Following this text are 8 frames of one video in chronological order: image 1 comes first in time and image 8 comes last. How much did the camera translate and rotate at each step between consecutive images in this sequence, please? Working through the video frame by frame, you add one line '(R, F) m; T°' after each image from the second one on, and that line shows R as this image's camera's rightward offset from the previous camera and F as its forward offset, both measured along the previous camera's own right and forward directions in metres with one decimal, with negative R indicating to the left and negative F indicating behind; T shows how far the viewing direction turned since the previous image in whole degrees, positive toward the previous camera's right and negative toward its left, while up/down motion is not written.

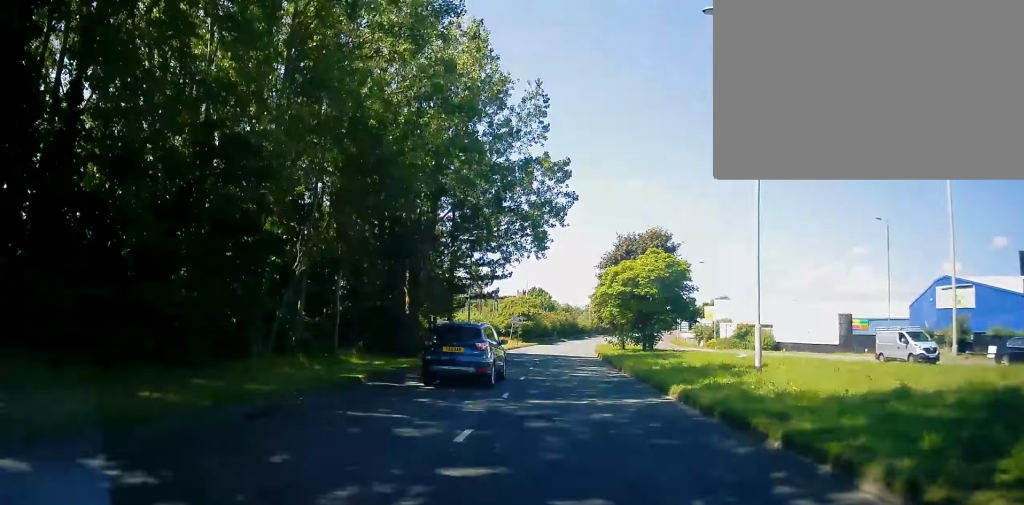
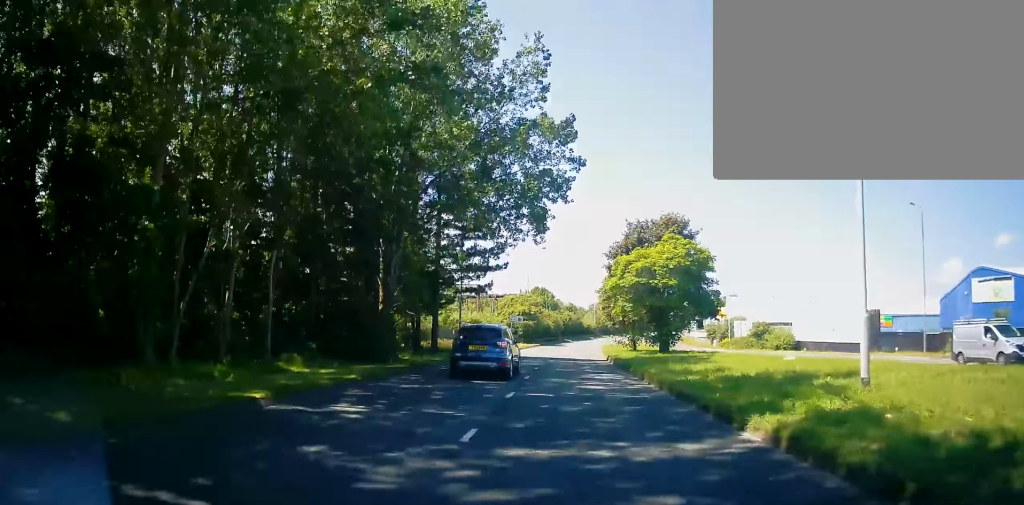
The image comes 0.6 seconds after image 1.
(+0.1, +5.5) m; 0°
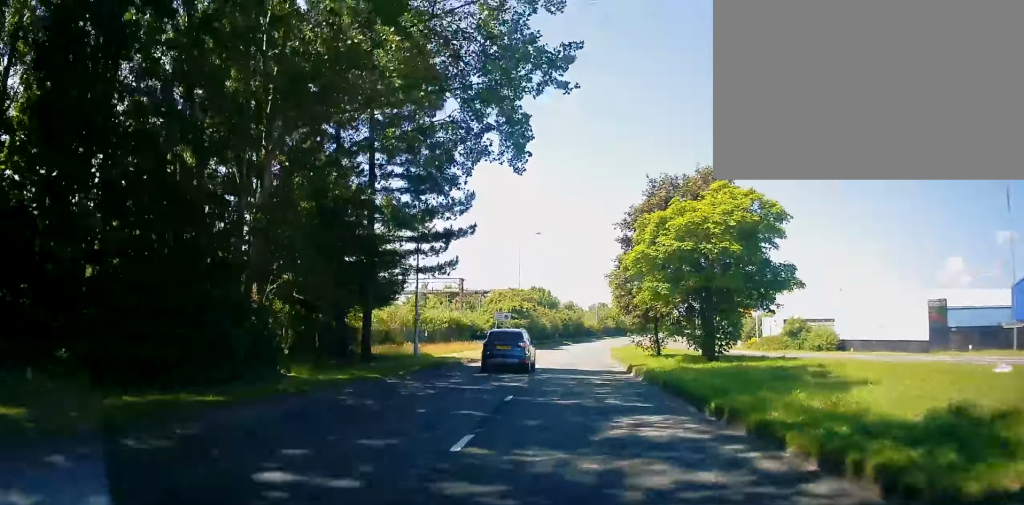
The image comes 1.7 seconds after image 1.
(-0.1, +11.9) m; -2°
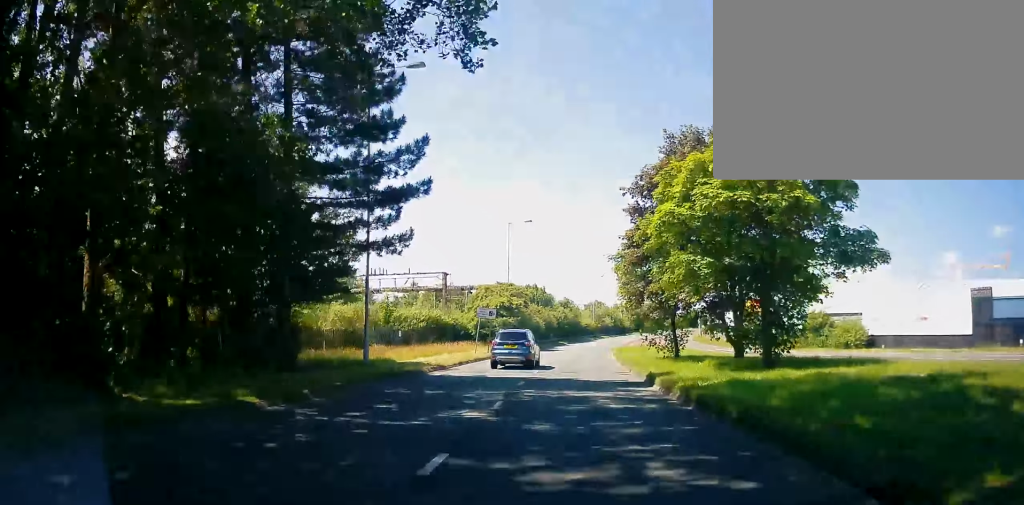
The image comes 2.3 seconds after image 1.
(-0.2, +6.7) m; -1°
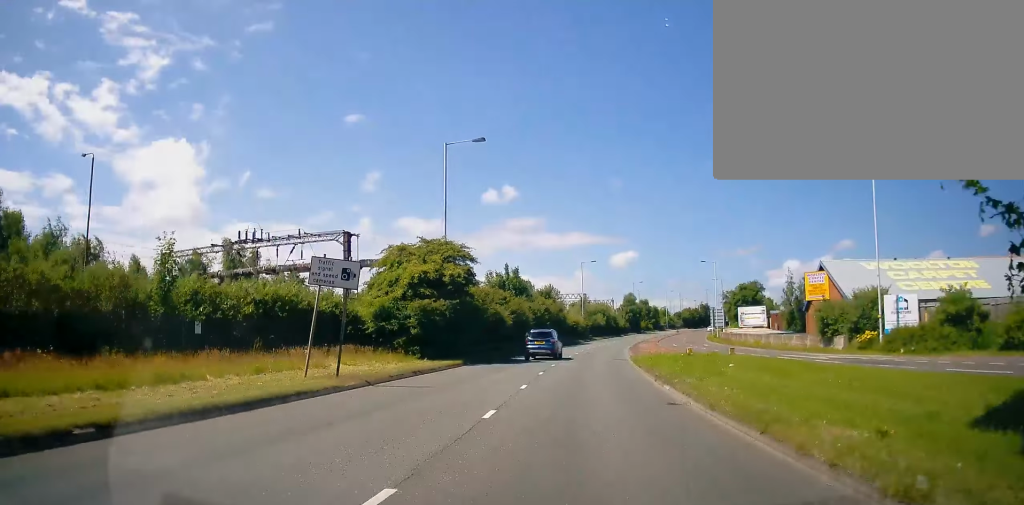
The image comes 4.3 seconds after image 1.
(+1.5, +24.2) m; +4°
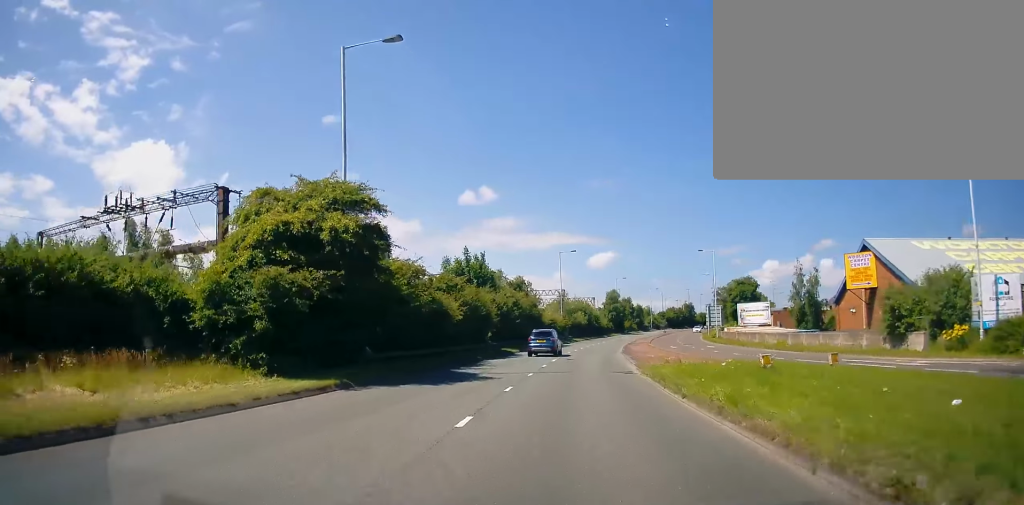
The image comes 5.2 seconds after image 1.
(-0.5, +12.4) m; -2°
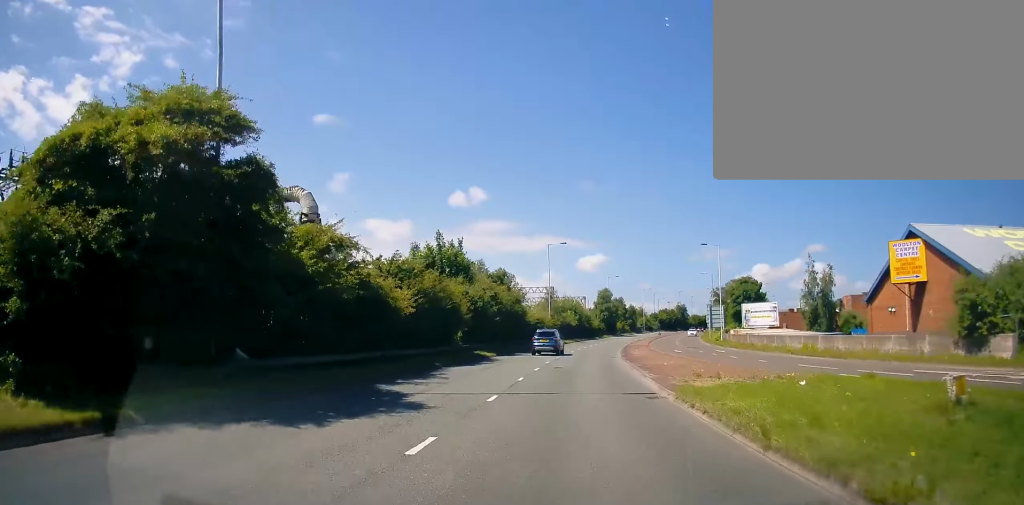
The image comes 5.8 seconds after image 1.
(0.0, +7.8) m; +2°
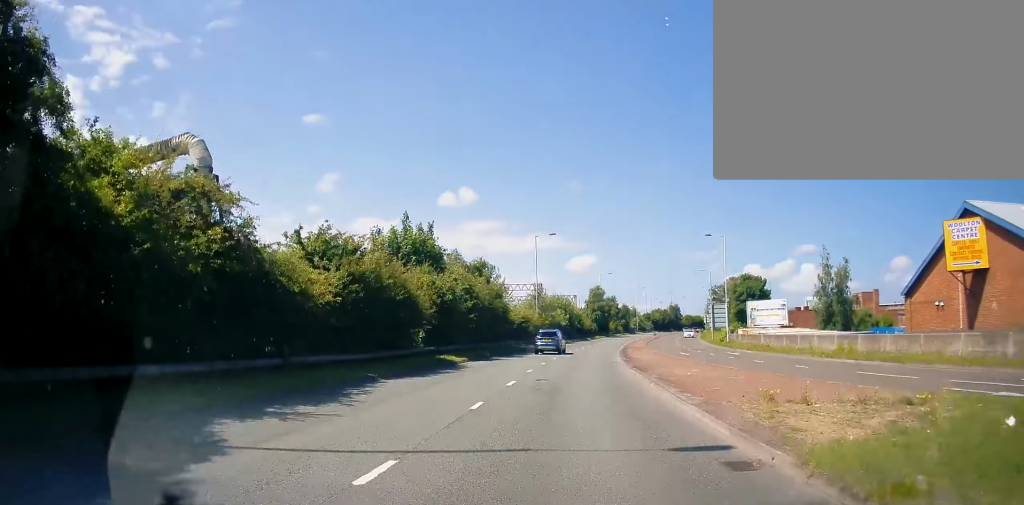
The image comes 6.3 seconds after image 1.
(-0.1, +6.9) m; +2°
